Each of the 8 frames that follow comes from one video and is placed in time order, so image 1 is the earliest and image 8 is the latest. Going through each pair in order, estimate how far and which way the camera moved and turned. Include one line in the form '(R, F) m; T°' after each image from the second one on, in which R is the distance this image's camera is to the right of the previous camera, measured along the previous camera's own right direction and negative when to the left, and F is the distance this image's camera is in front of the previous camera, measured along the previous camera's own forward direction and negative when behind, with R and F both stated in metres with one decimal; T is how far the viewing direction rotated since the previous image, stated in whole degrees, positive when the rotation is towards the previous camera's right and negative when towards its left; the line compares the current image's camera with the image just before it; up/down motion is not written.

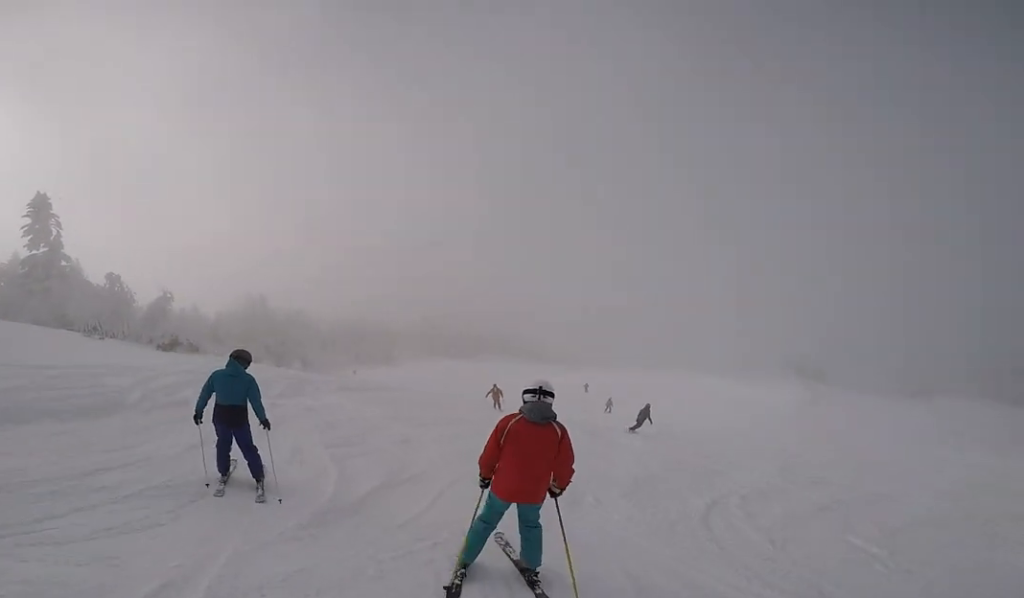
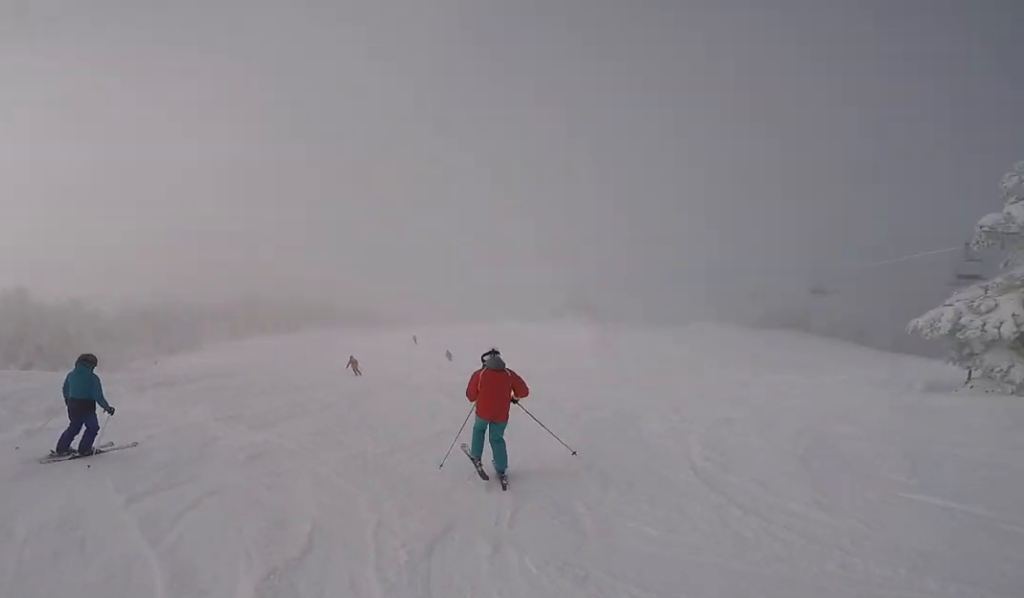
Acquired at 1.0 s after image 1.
(0.0, +8.7) m; +5°
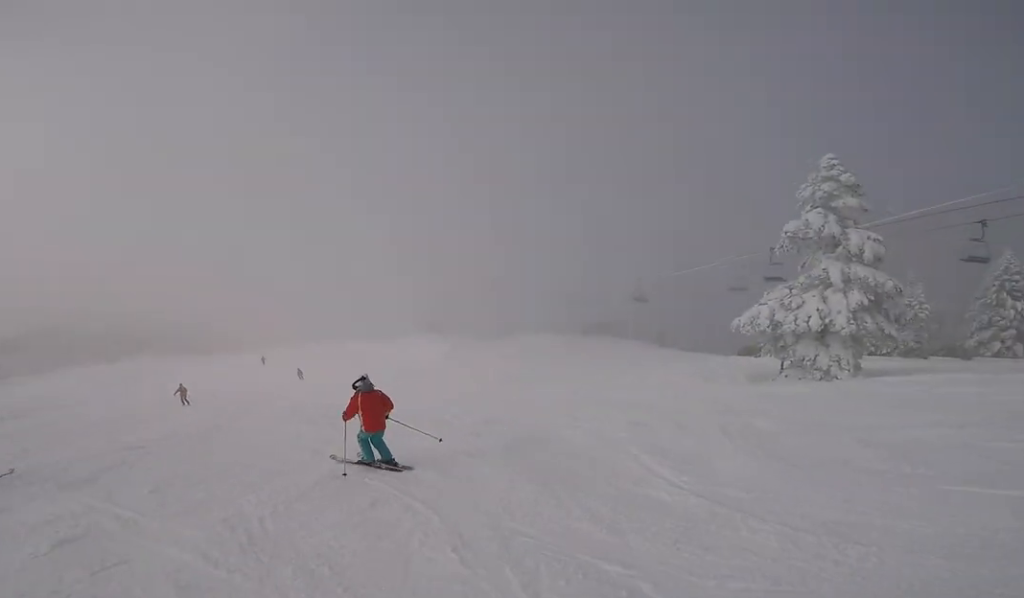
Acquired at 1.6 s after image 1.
(-0.1, +4.8) m; +5°
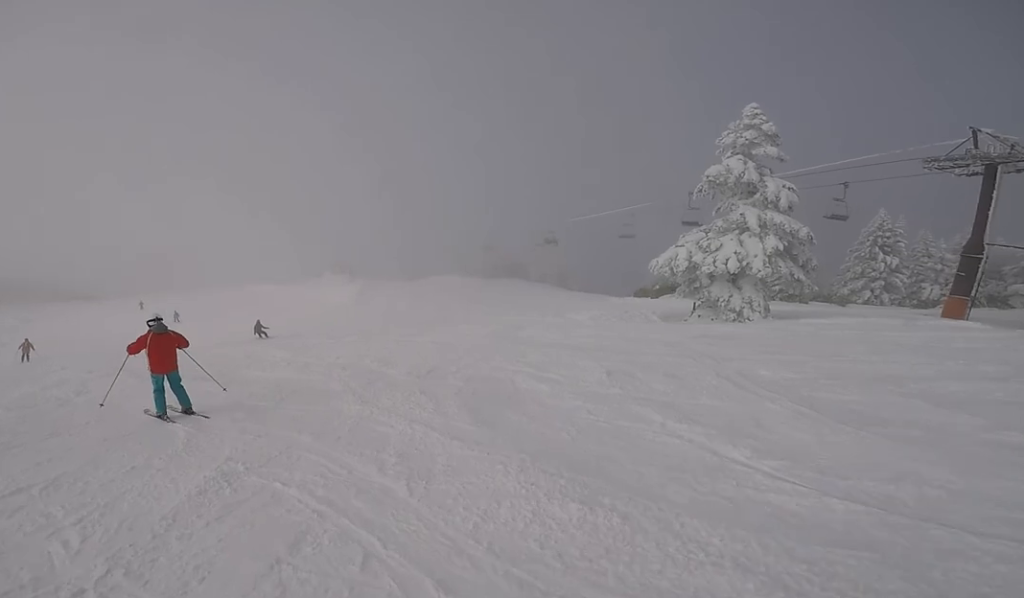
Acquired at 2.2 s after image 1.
(+0.6, +5.1) m; +8°
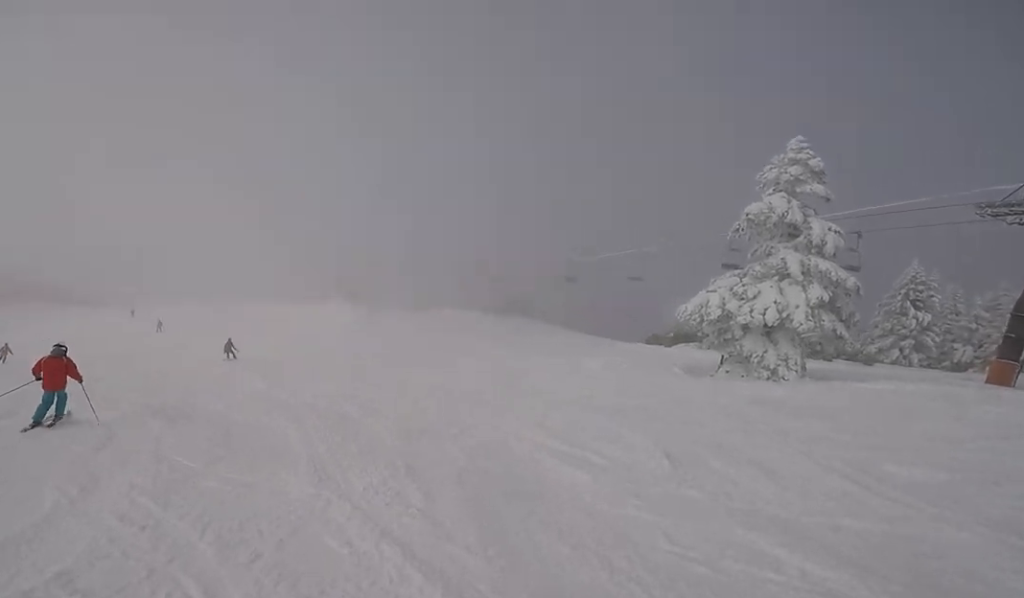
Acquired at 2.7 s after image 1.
(+0.2, +4.5) m; +4°
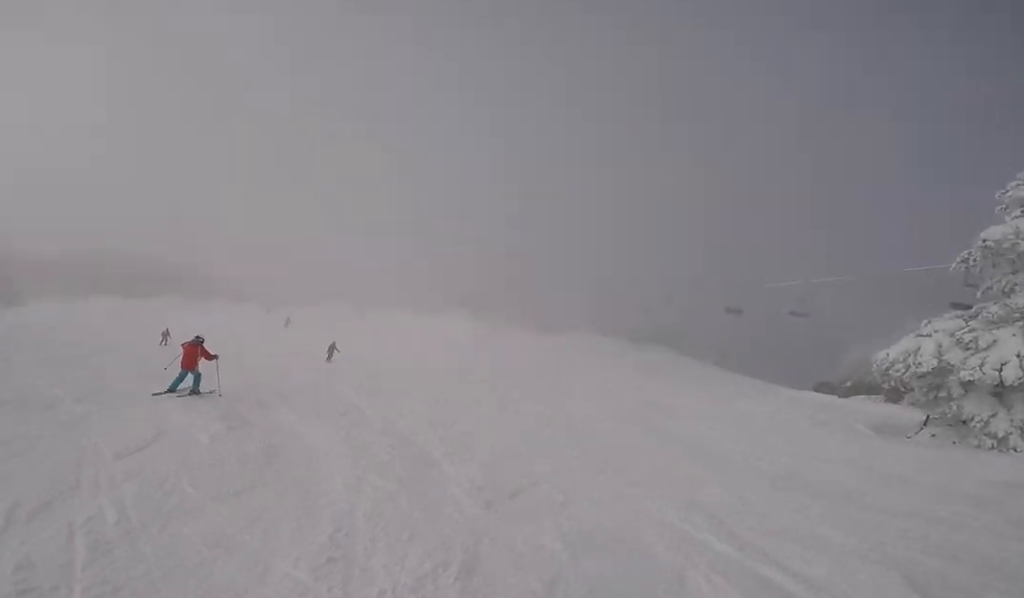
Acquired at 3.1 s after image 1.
(+0.4, +3.9) m; 0°
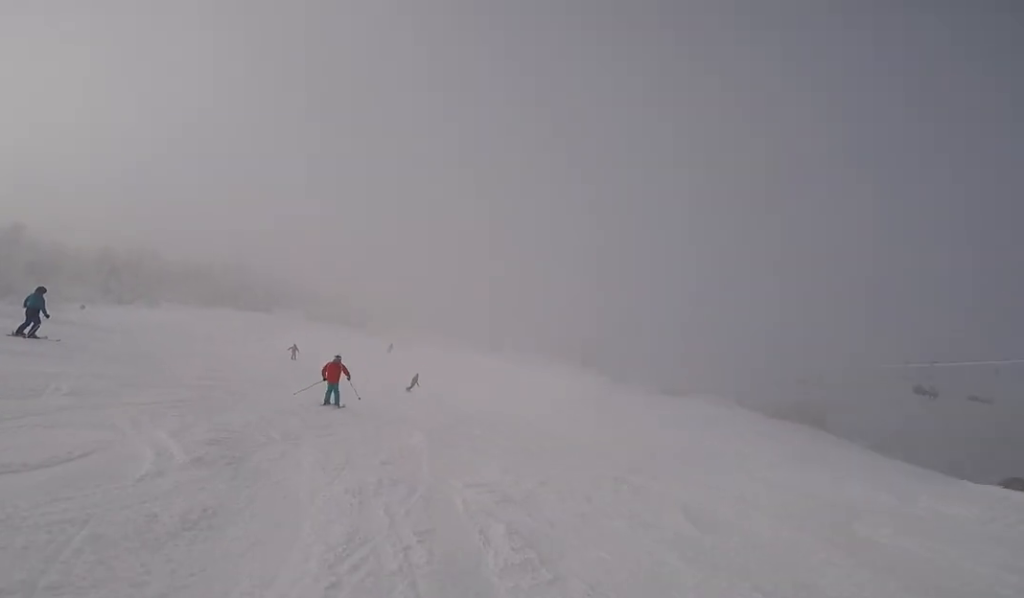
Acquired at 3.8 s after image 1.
(+0.1, +5.3) m; -3°
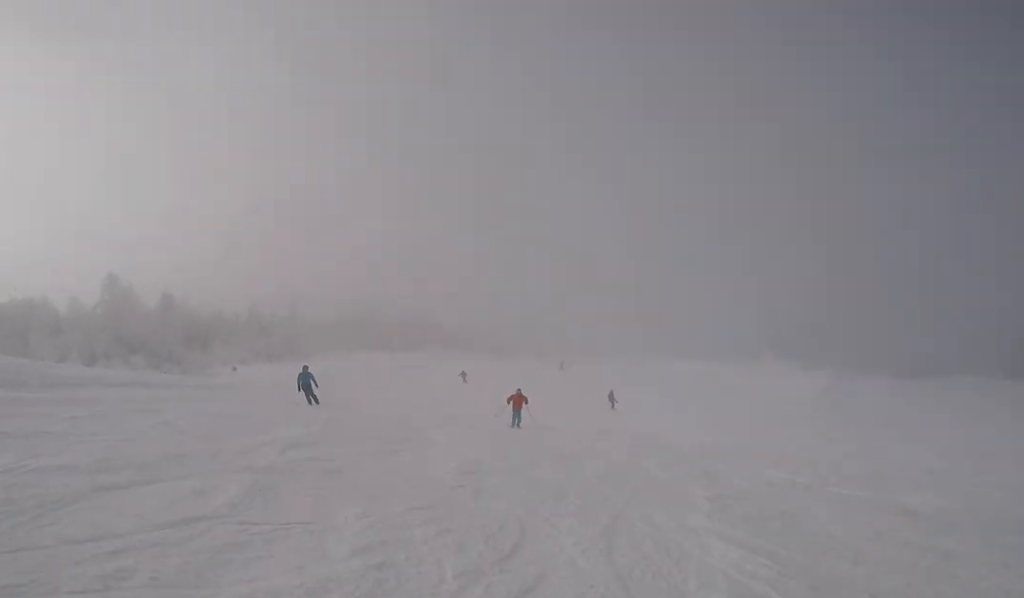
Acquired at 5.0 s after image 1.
(-0.9, +9.5) m; -11°
